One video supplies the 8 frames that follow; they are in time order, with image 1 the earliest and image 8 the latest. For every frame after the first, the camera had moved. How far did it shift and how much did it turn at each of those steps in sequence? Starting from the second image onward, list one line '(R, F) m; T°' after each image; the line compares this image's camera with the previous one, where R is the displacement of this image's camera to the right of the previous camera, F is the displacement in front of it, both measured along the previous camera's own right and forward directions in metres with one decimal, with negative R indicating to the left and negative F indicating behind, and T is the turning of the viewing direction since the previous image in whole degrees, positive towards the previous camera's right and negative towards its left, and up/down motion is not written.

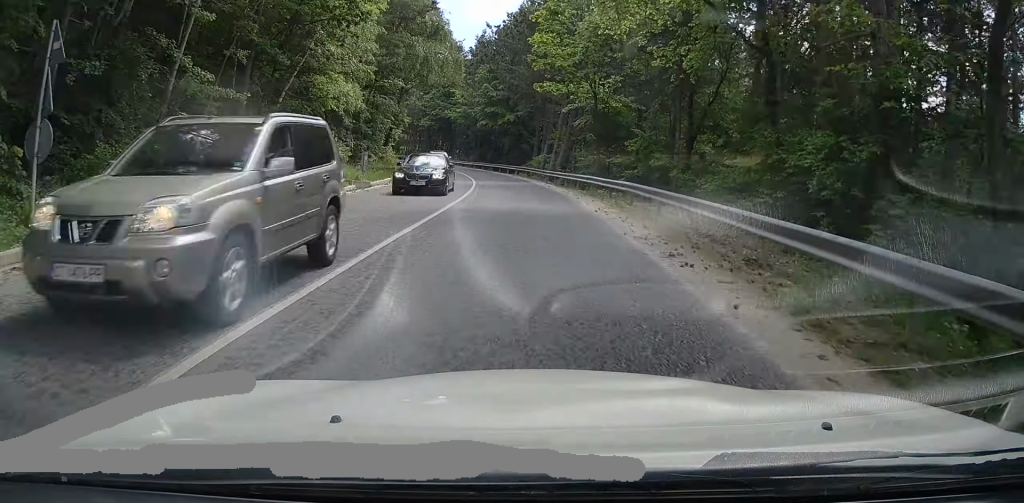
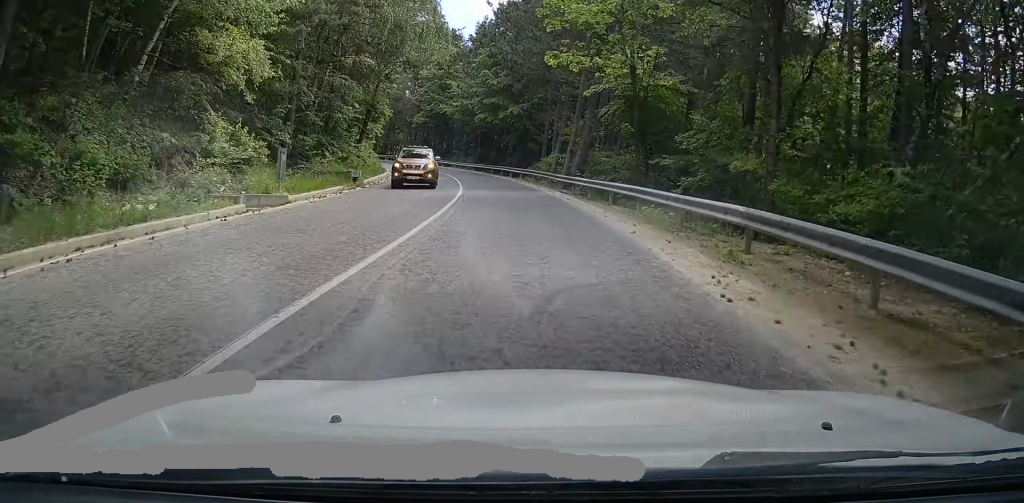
(-0.3, +10.9) m; -4°
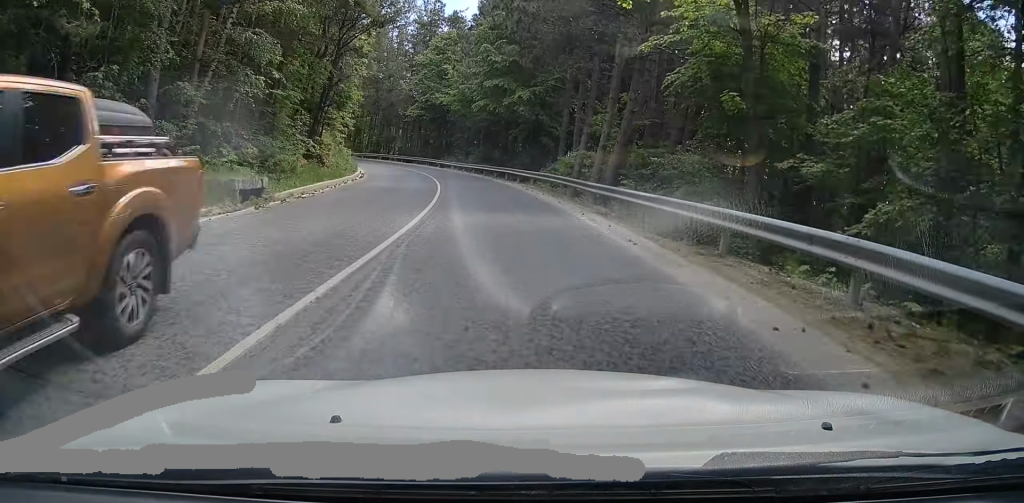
(-0.5, +12.0) m; -5°
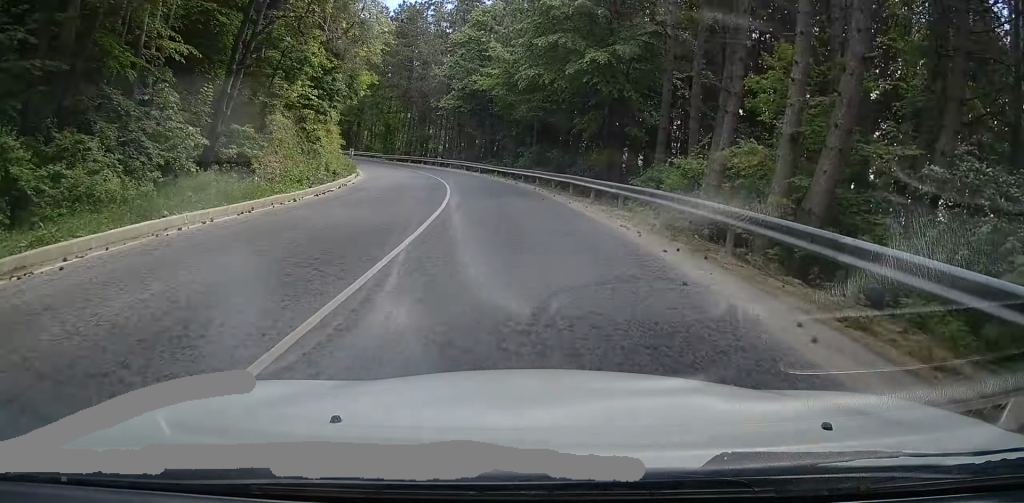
(-0.8, +15.2) m; -9°
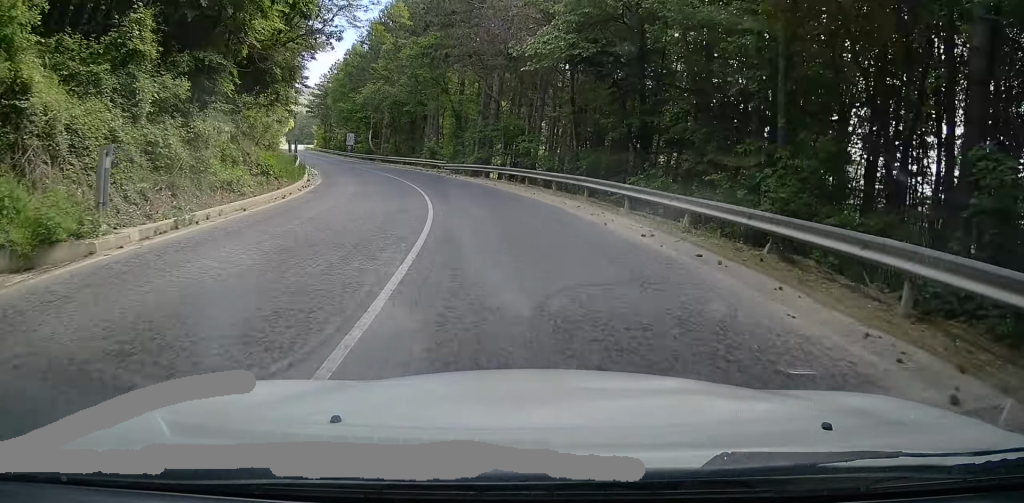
(-3.9, +32.5) m; -8°
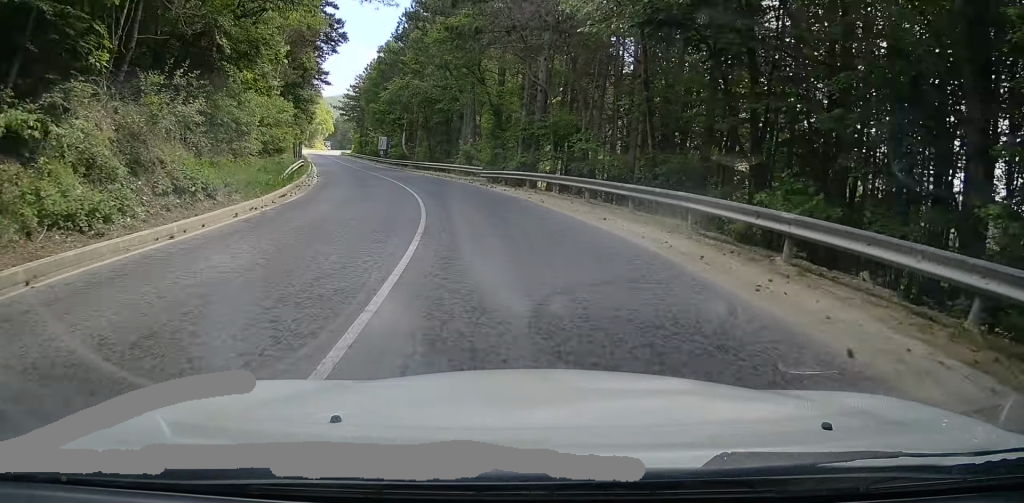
(+0.1, +8.9) m; -2°
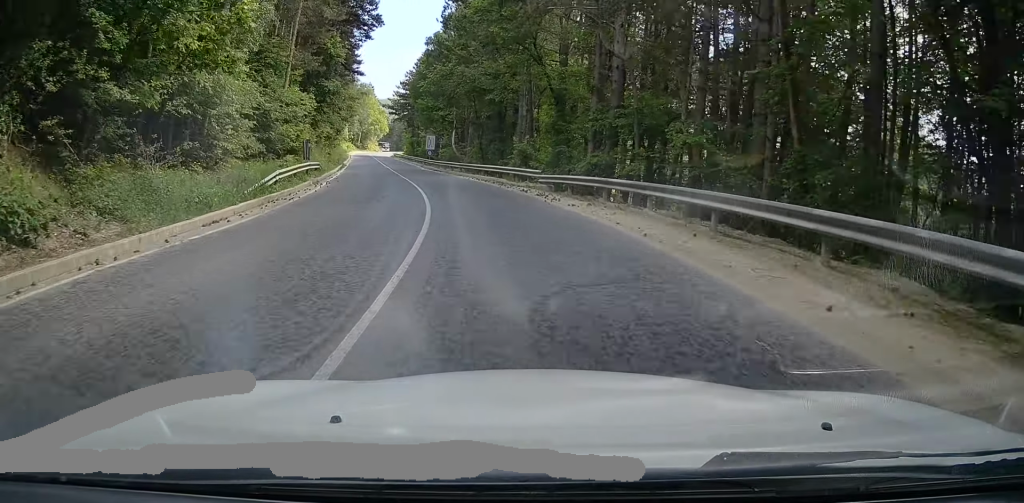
(+0.1, +8.9) m; -6°
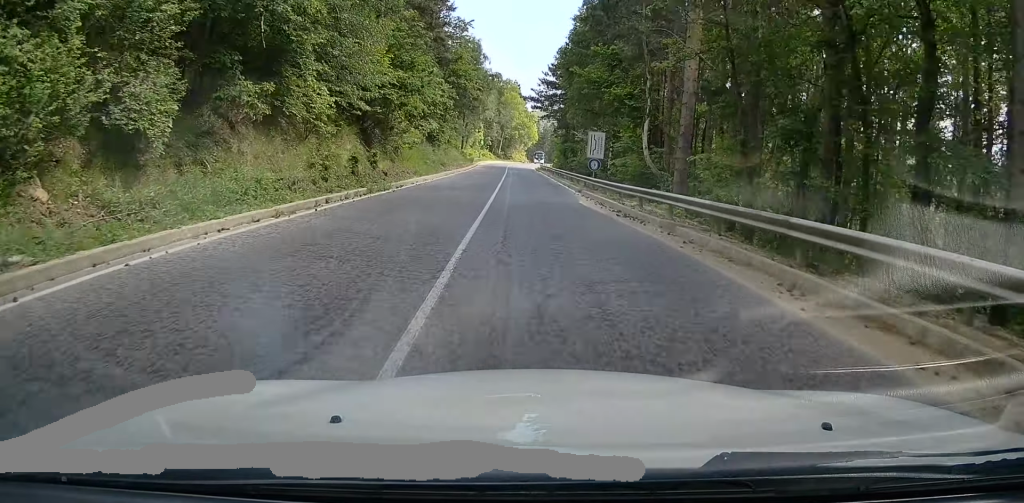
(-5.4, +33.3) m; -10°
